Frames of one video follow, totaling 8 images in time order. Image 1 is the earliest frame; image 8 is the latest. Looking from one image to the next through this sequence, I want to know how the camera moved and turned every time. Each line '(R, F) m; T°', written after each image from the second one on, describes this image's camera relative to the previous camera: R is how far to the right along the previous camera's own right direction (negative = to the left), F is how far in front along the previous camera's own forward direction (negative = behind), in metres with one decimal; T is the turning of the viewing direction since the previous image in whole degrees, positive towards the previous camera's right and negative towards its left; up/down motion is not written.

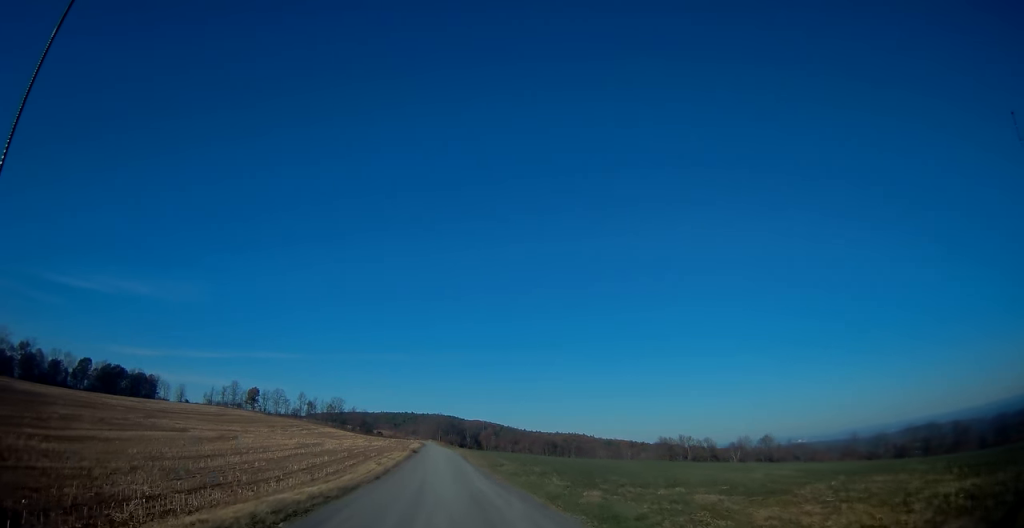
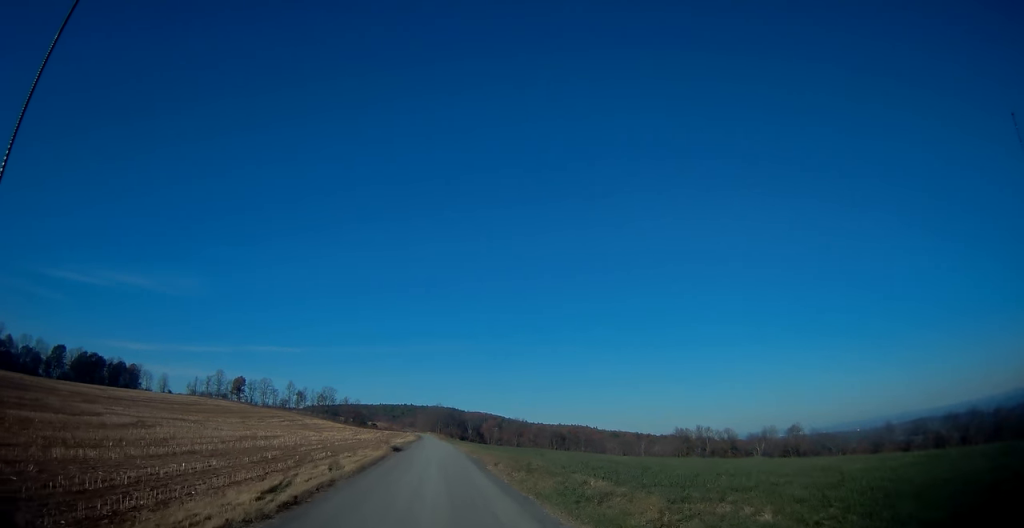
(-0.2, +27.1) m; -1°
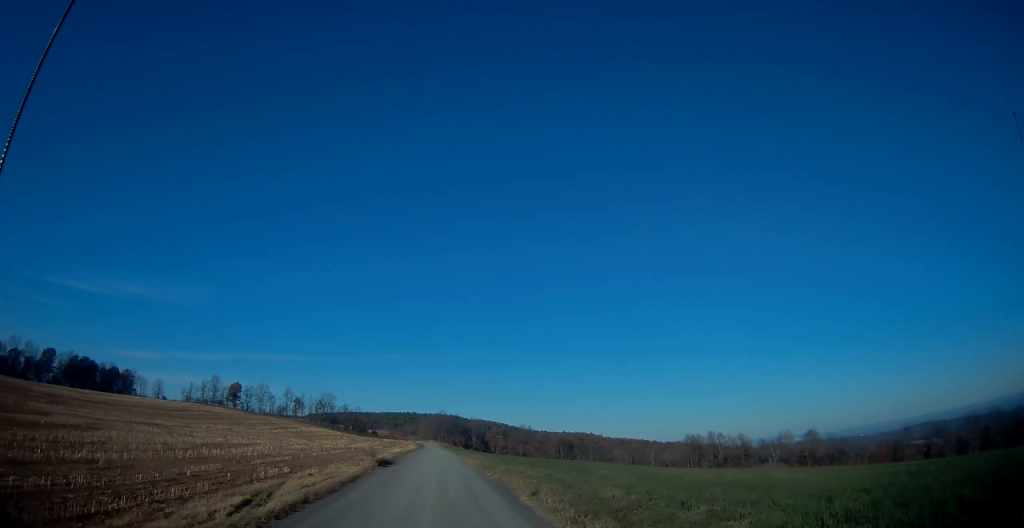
(-0.1, +11.9) m; -1°
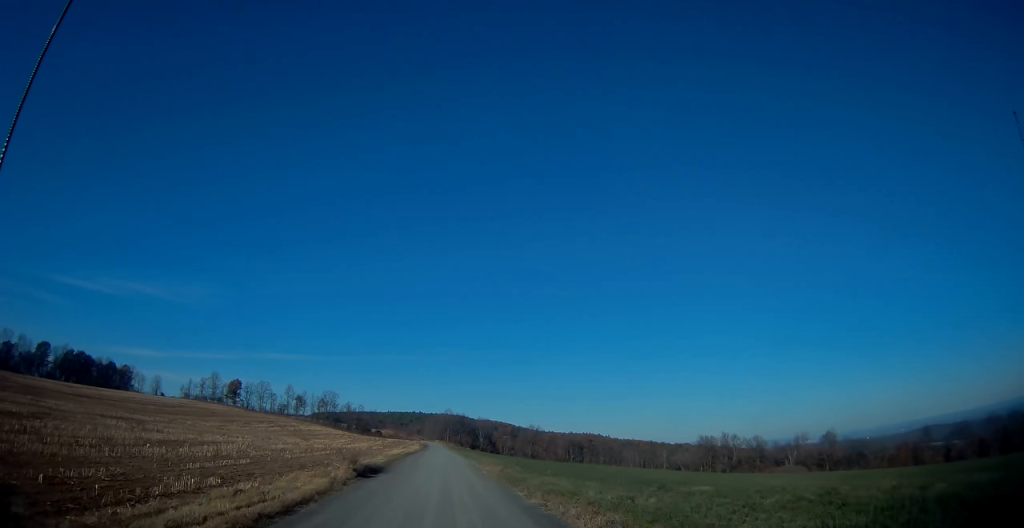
(-0.2, +10.2) m; 0°
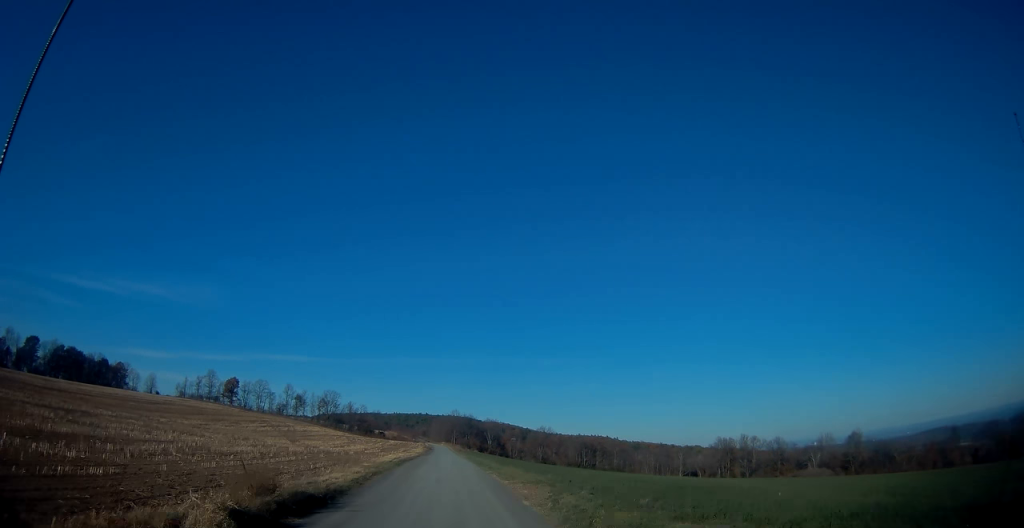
(+0.3, +14.9) m; +1°
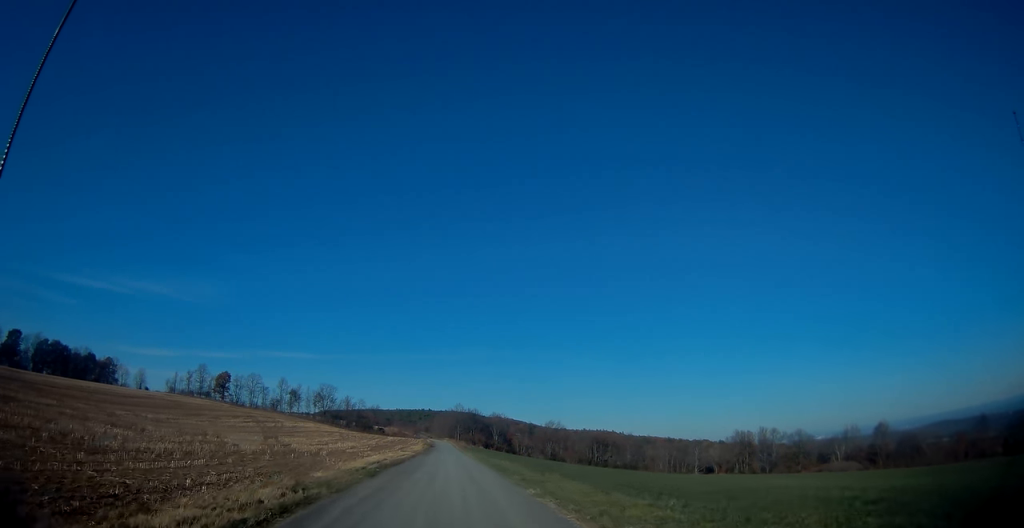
(-0.2, +16.7) m; -1°
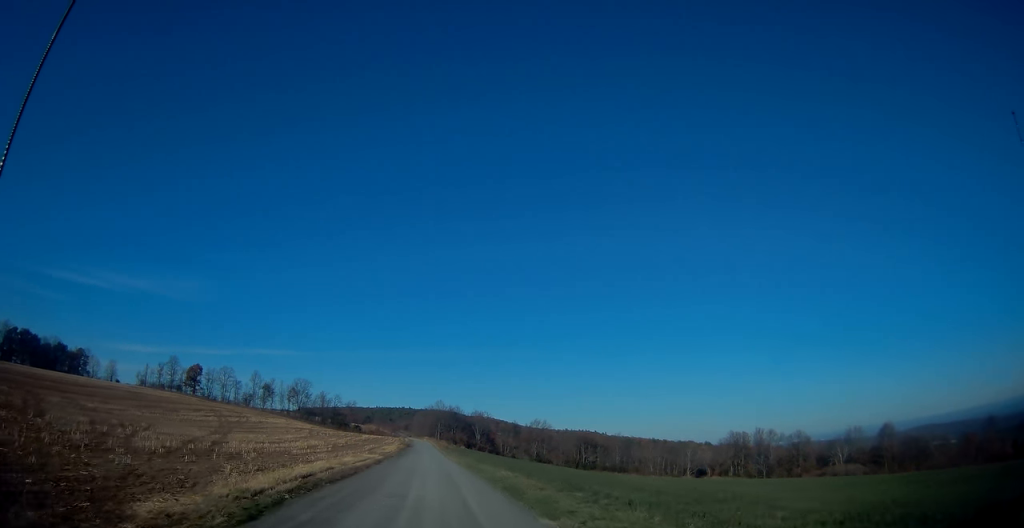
(-0.2, +14.3) m; +1°
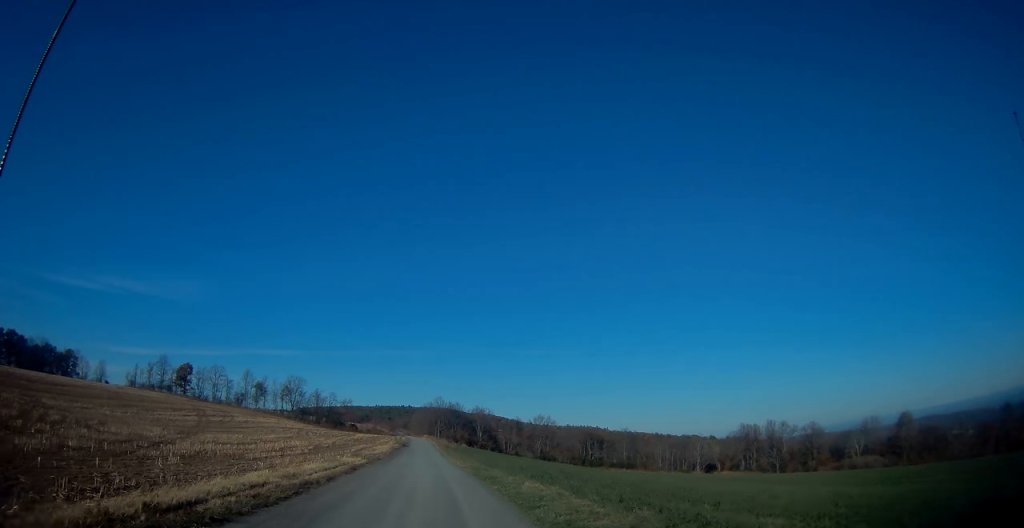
(+0.5, +10.9) m; 0°
